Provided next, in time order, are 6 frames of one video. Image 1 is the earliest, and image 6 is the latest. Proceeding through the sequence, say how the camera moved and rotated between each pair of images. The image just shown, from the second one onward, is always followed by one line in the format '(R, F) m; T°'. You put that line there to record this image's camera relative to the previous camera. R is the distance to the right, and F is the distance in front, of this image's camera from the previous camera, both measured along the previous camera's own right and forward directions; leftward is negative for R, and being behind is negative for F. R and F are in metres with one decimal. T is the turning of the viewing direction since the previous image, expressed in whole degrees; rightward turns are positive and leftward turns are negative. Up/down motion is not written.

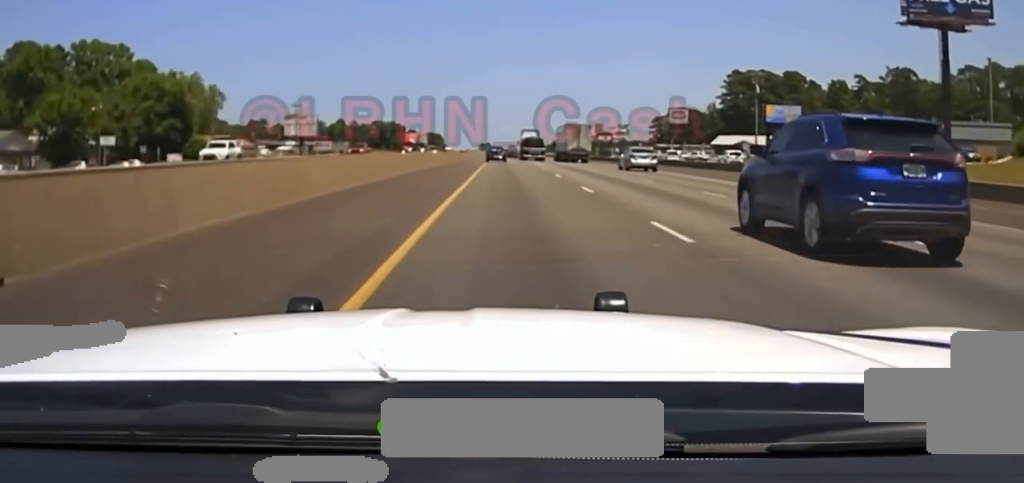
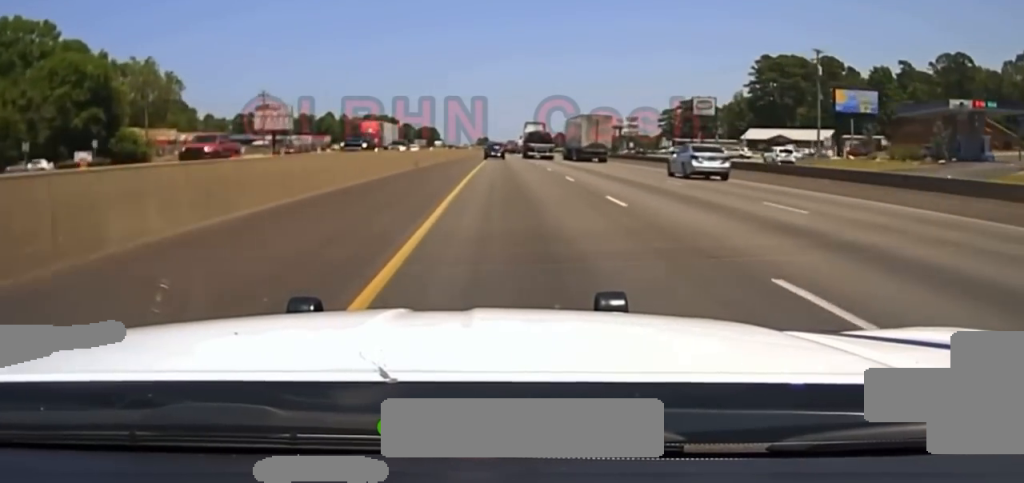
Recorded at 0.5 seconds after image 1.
(-0.1, +30.6) m; 0°
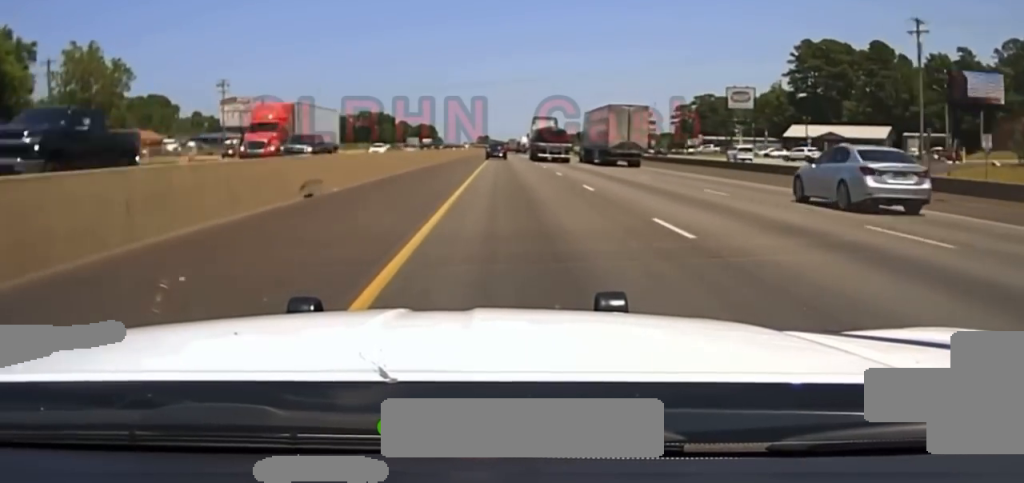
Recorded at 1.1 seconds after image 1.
(0.0, +32.5) m; 0°
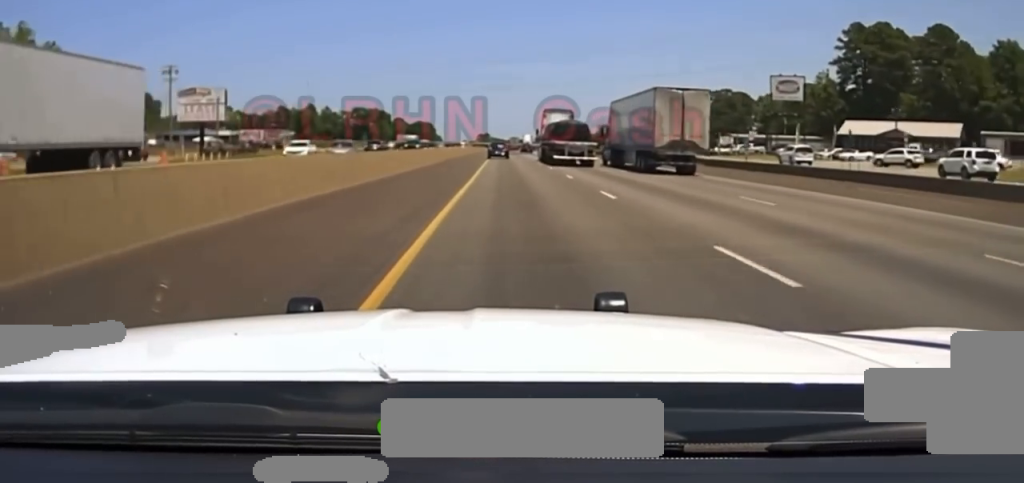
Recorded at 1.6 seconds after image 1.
(0.0, +30.8) m; 0°
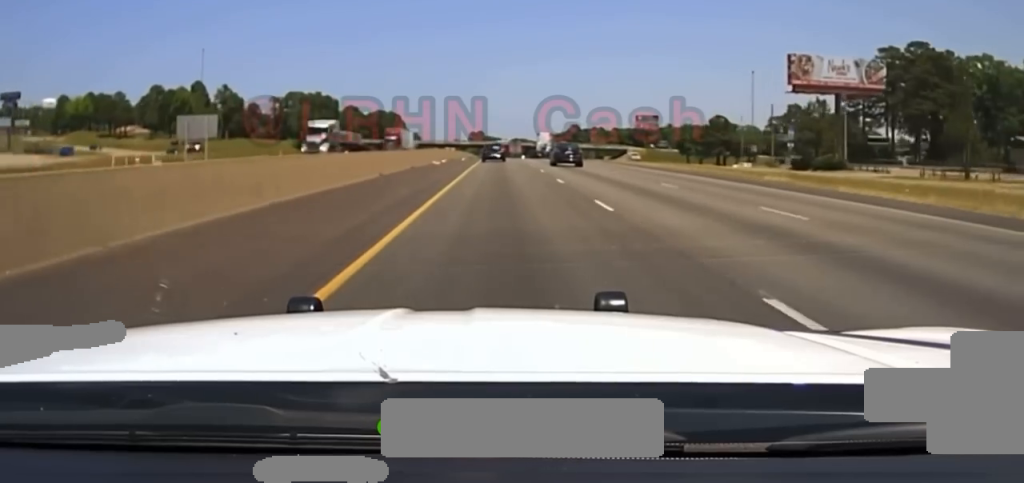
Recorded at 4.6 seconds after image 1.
(+0.6, +175.6) m; 0°
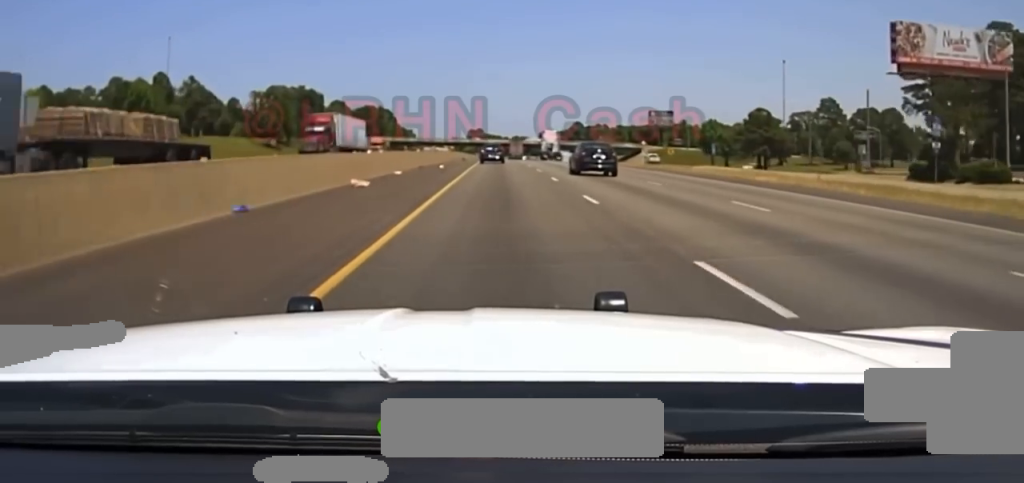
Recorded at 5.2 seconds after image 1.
(+0.1, +30.4) m; 0°
